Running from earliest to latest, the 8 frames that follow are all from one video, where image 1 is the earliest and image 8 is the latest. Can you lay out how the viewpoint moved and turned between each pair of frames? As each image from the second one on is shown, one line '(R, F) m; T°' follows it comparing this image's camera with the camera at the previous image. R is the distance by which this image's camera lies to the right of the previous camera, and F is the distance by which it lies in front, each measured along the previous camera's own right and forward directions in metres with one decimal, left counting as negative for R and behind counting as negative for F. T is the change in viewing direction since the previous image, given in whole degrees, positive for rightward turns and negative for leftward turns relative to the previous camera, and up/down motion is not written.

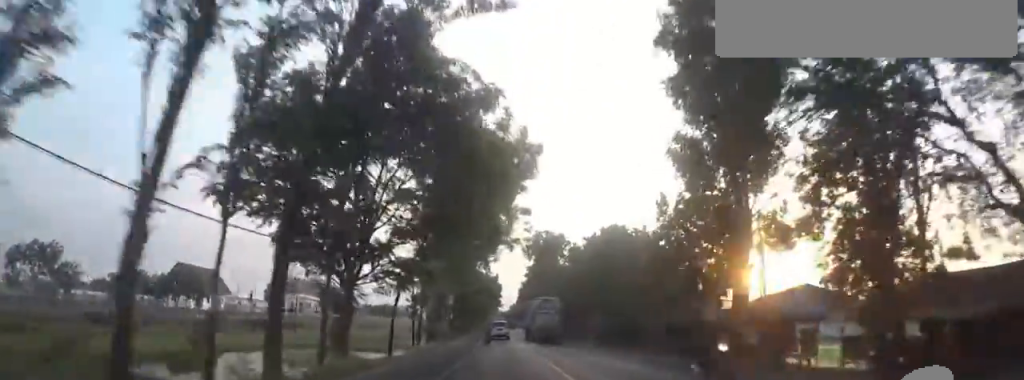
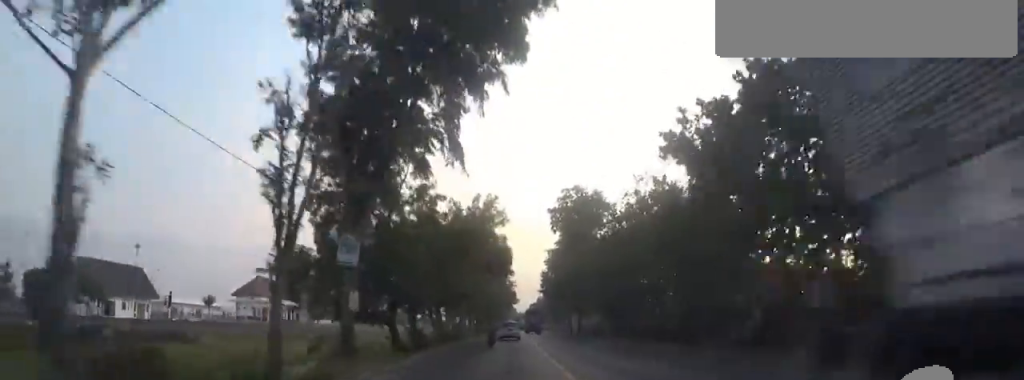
(+0.1, +29.3) m; -1°
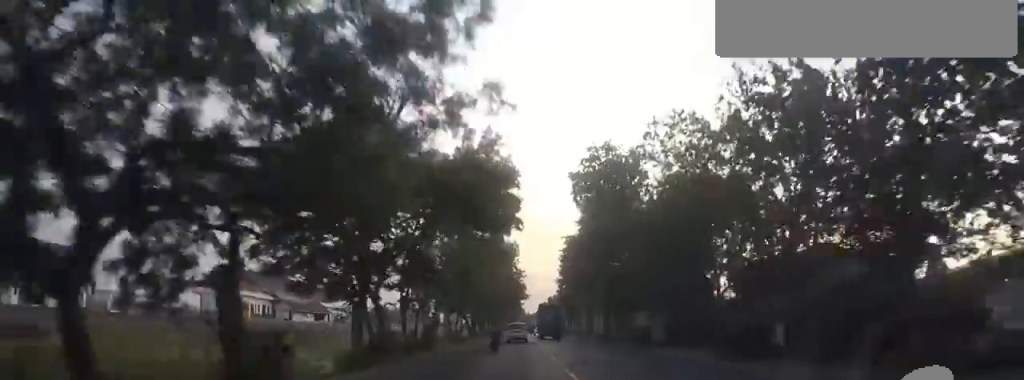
(-0.2, +15.7) m; 0°
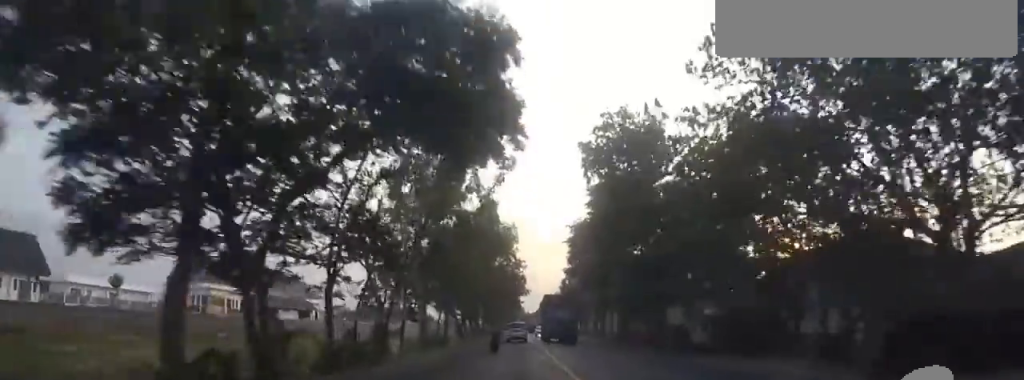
(0.0, +7.7) m; +1°
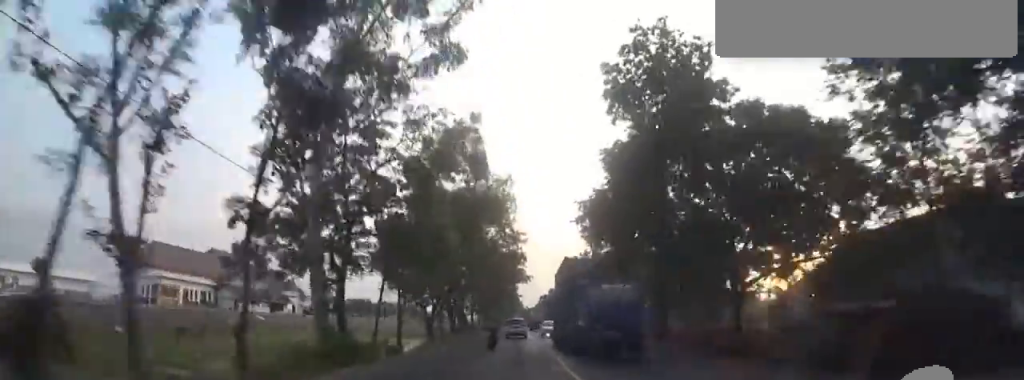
(+0.1, +11.9) m; +1°
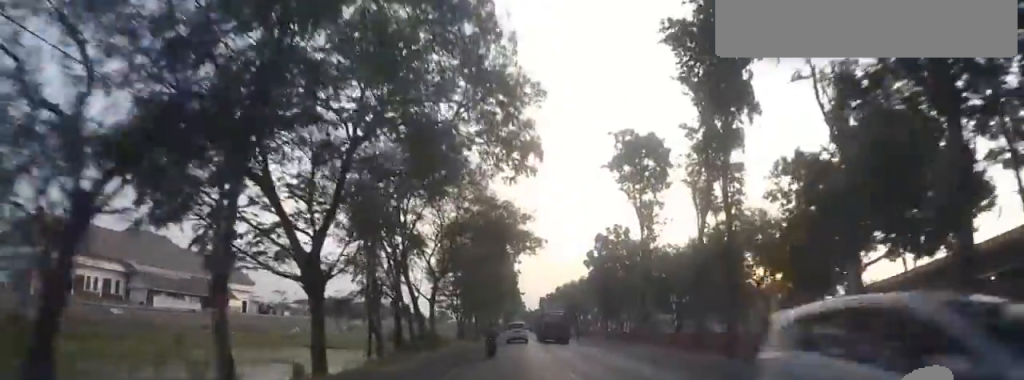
(+0.4, +22.4) m; 0°
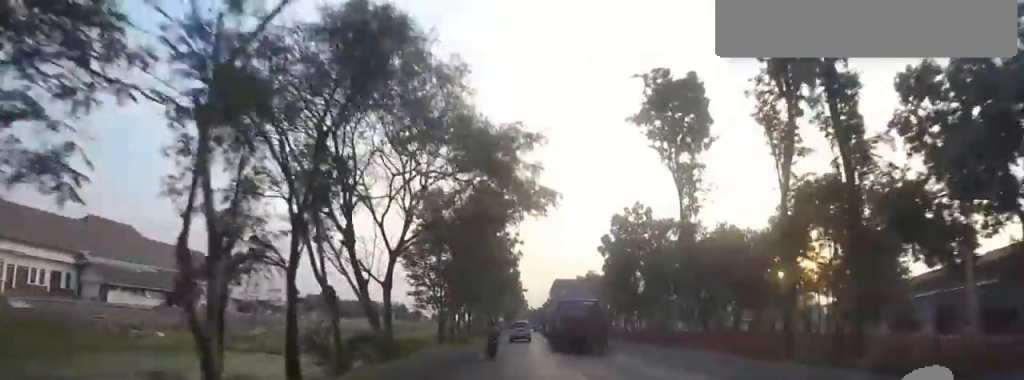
(-0.1, +8.8) m; -1°
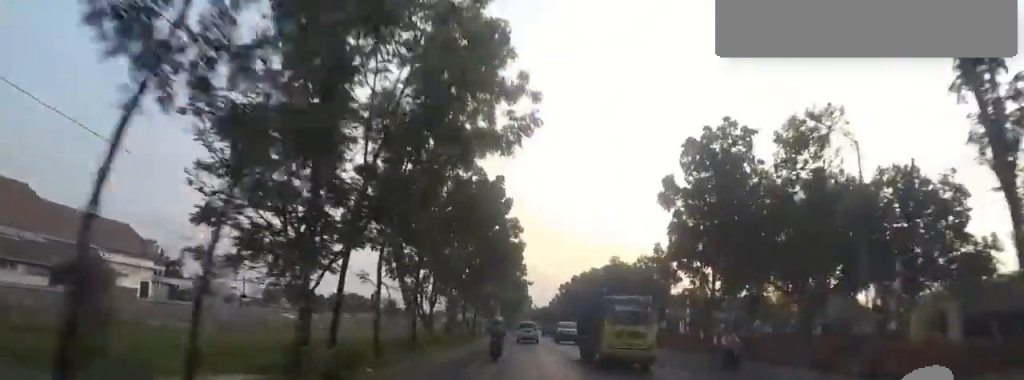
(-0.2, +20.0) m; -1°
